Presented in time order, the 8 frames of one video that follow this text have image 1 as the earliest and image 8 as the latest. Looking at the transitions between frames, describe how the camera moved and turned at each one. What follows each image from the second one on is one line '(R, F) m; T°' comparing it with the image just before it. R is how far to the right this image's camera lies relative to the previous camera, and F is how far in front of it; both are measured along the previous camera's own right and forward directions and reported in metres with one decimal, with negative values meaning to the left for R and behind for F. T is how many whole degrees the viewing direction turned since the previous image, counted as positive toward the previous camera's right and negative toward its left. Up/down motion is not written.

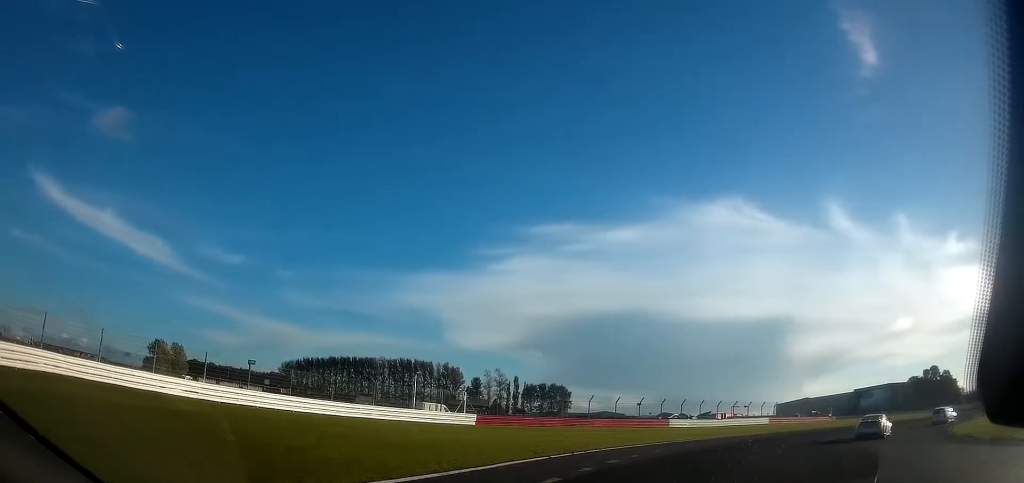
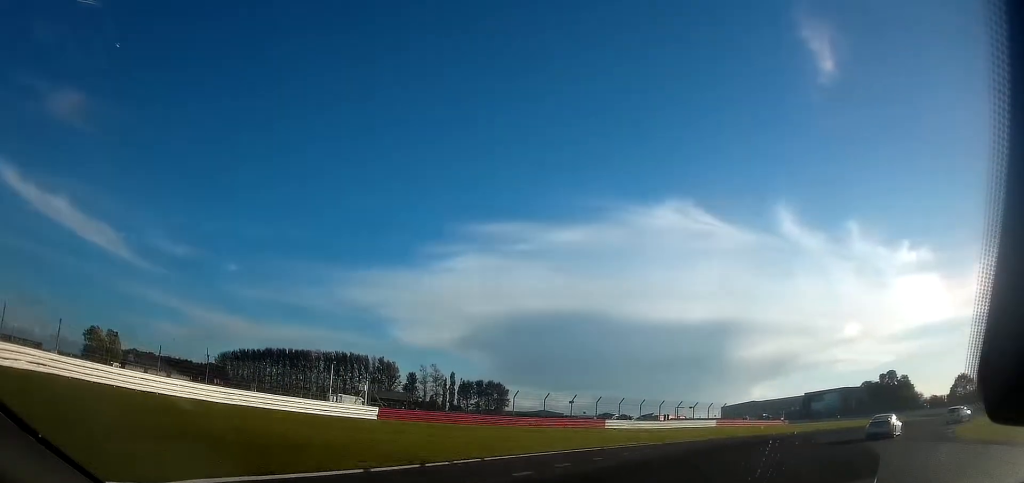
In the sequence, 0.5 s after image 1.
(+0.1, +7.7) m; +5°
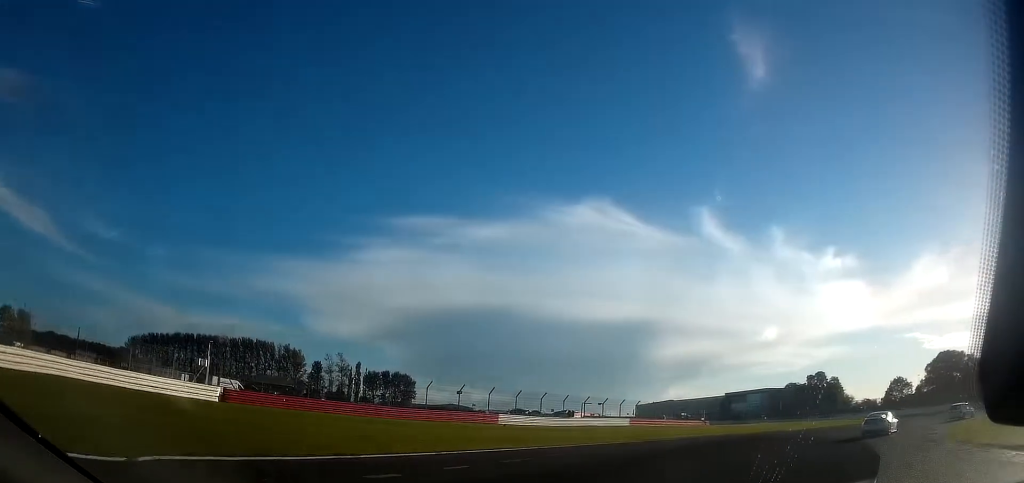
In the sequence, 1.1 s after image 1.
(+0.6, +8.9) m; +8°
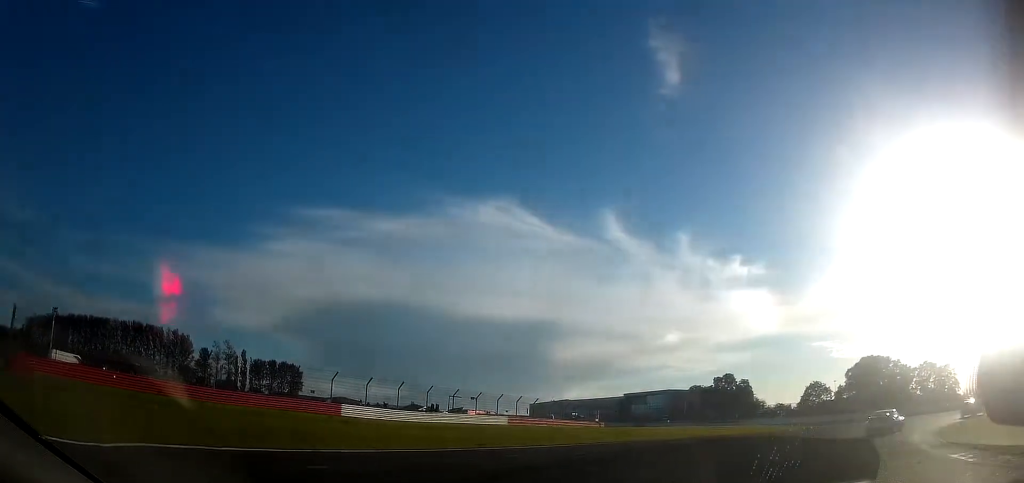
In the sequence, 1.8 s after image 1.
(+0.9, +10.9) m; +11°
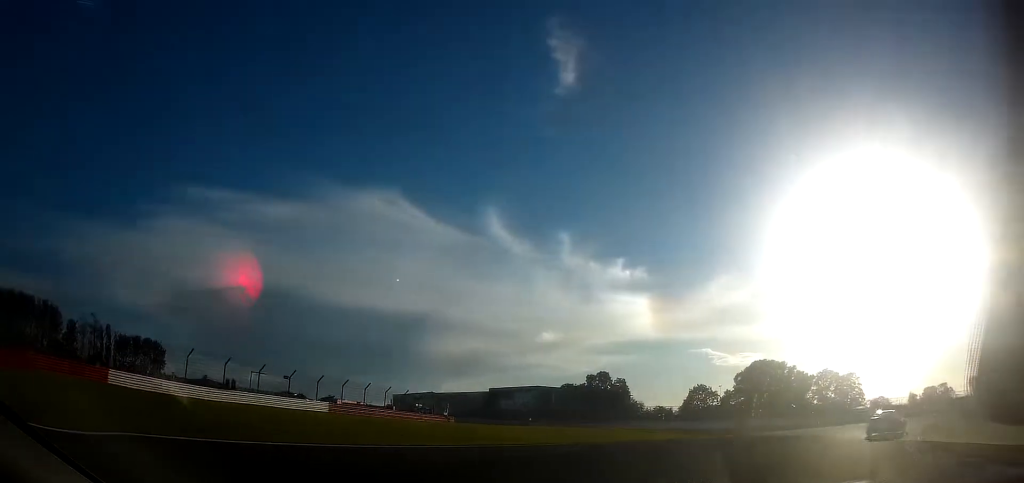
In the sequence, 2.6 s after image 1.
(+1.2, +12.7) m; +14°
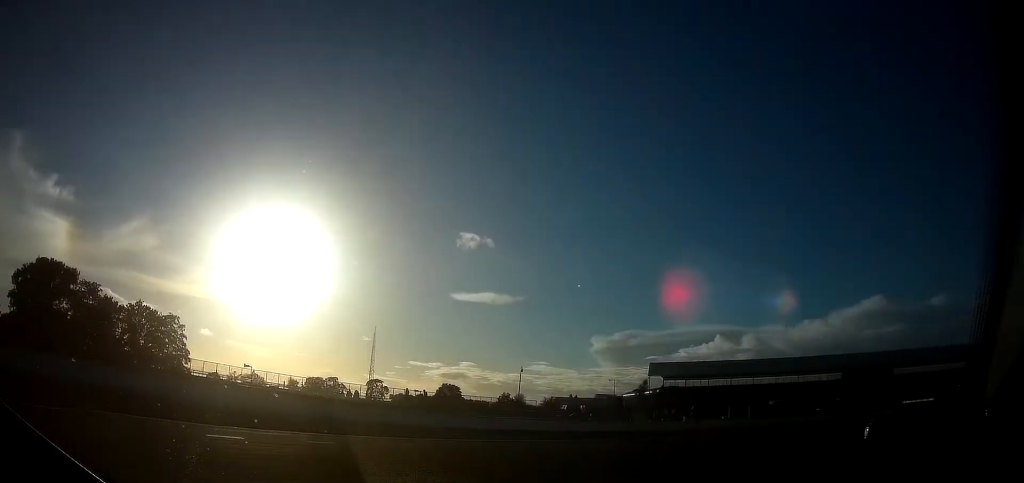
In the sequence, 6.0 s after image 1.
(+24.6, +50.6) m; +56°
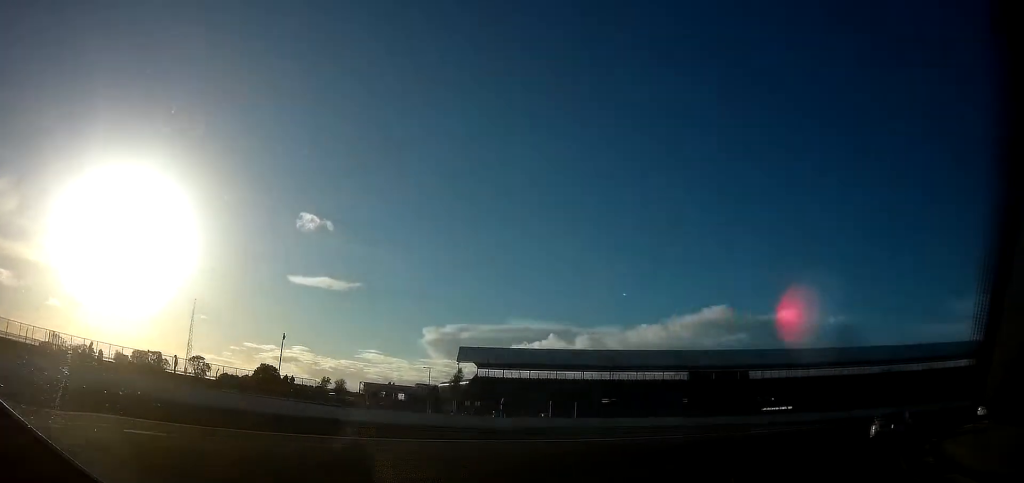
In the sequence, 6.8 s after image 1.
(+2.5, +11.4) m; +27°
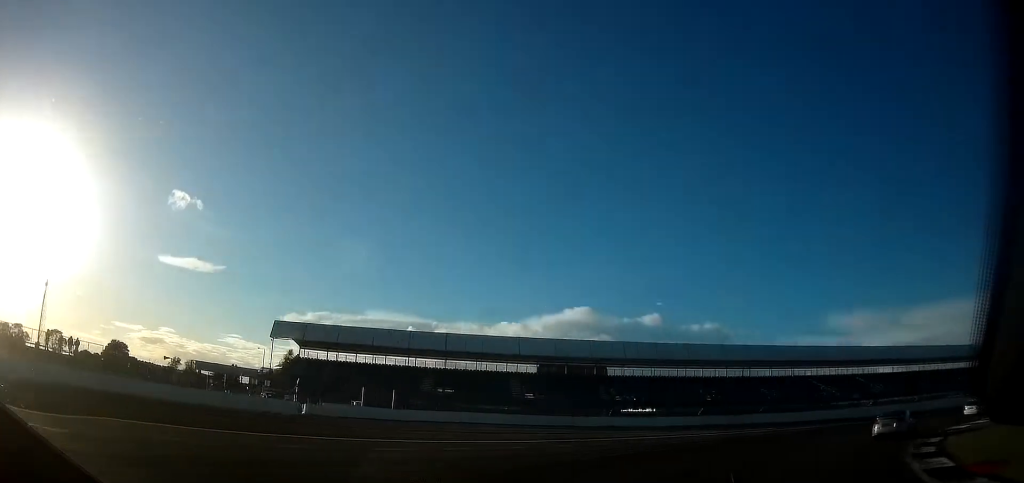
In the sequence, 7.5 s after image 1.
(+2.4, +11.1) m; +23°
